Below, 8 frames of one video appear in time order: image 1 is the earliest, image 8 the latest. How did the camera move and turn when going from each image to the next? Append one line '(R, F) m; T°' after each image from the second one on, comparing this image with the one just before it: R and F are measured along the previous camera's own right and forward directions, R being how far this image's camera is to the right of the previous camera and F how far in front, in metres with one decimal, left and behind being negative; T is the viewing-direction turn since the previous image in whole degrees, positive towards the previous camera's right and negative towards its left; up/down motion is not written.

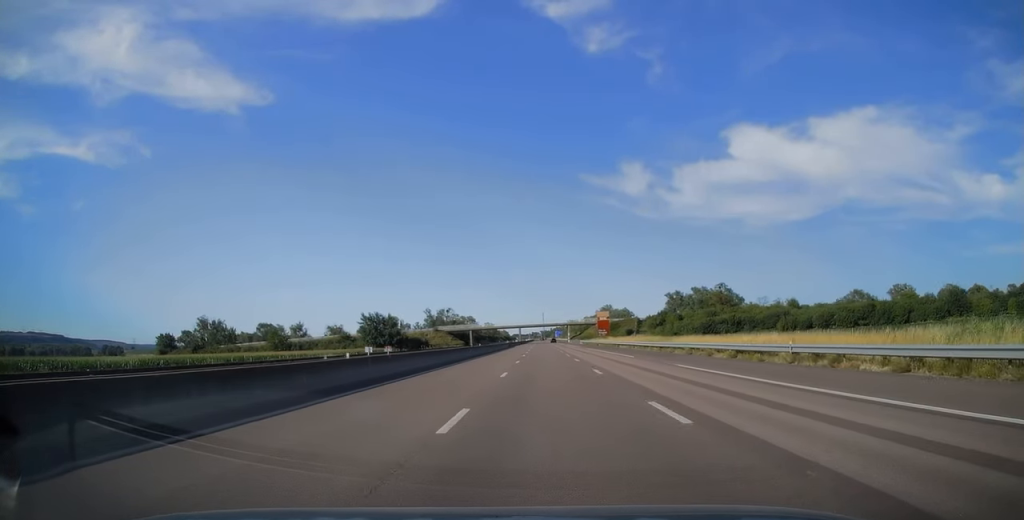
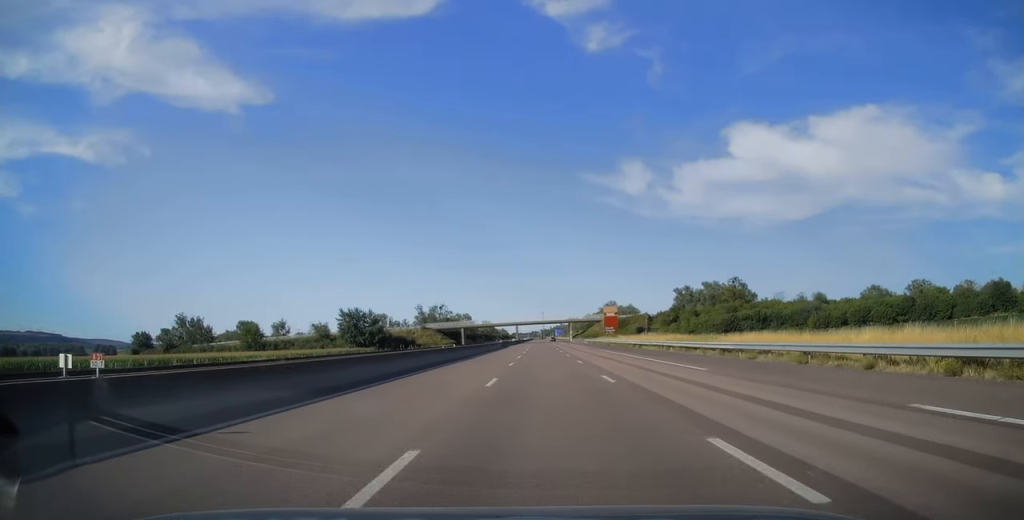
(0.0, +17.4) m; 0°
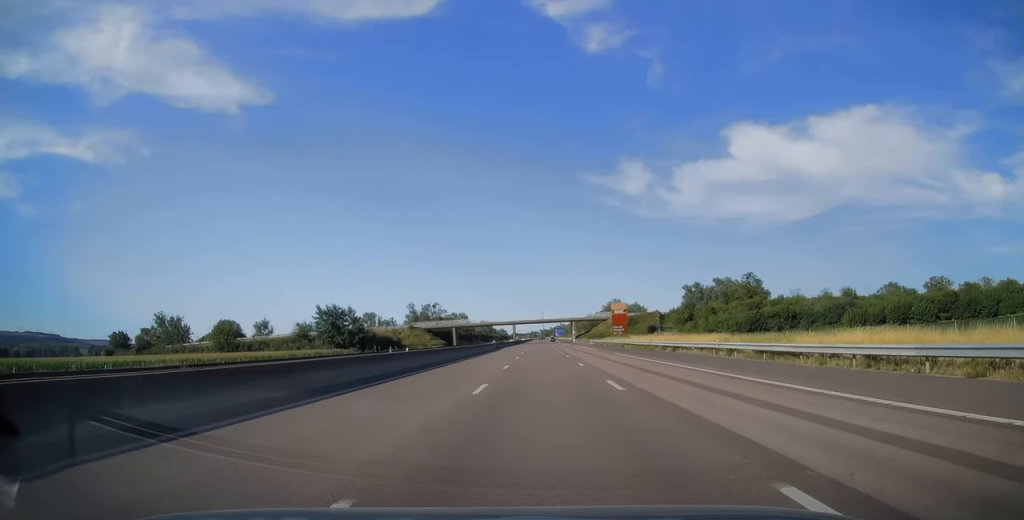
(0.0, +15.4) m; 0°
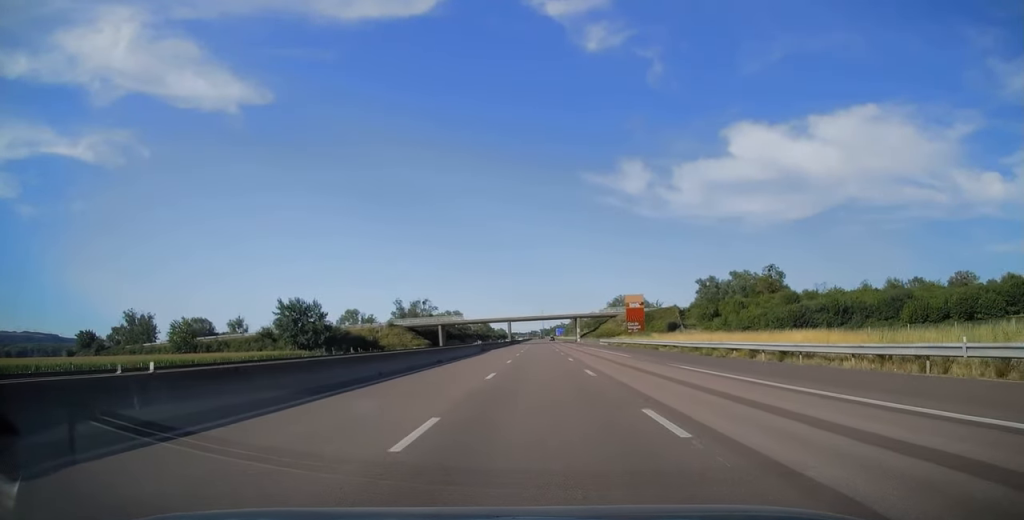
(0.0, +20.0) m; 0°
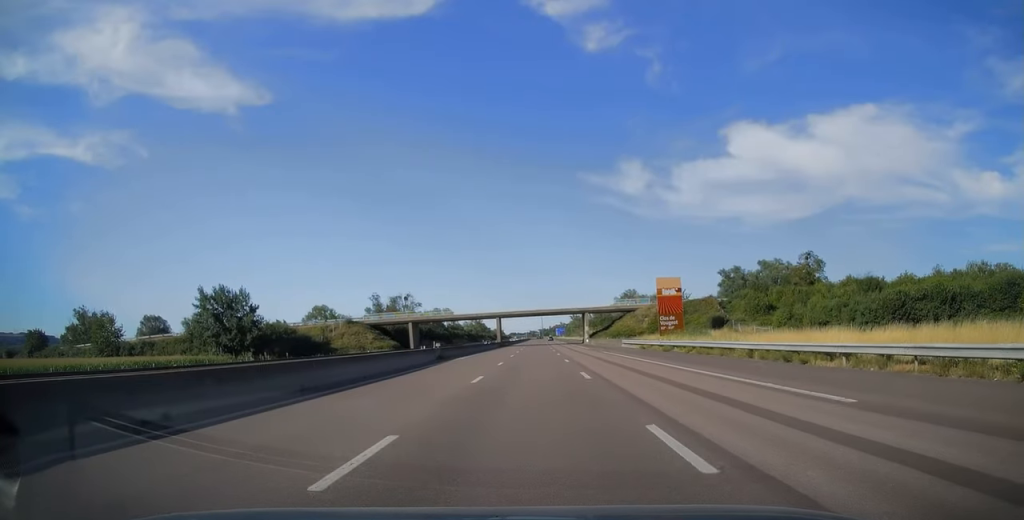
(0.0, +27.8) m; +1°
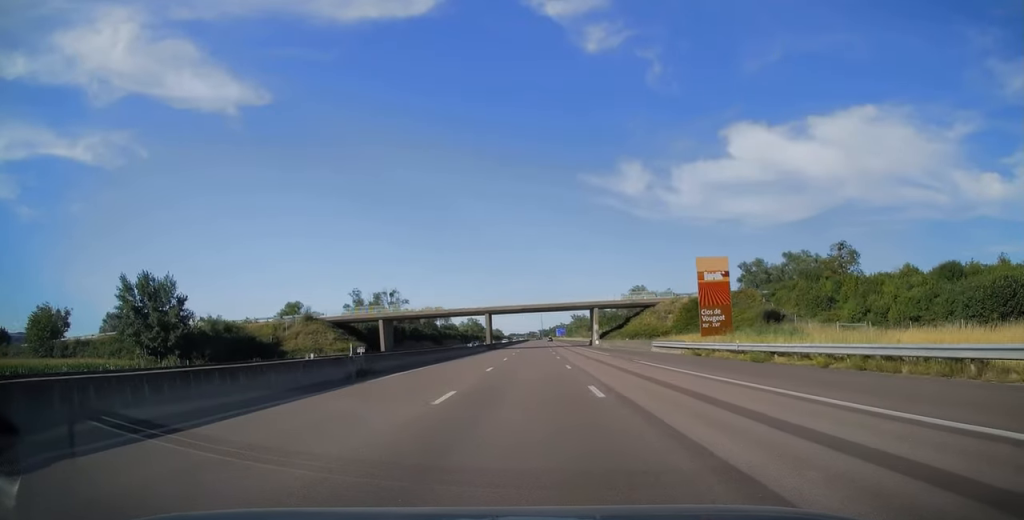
(+0.2, +18.4) m; 0°
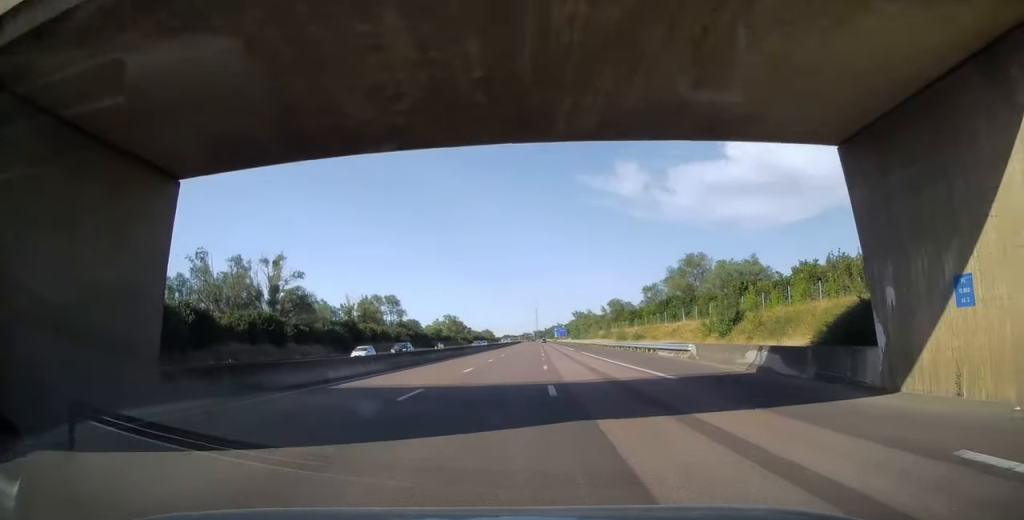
(-0.4, +76.4) m; 0°
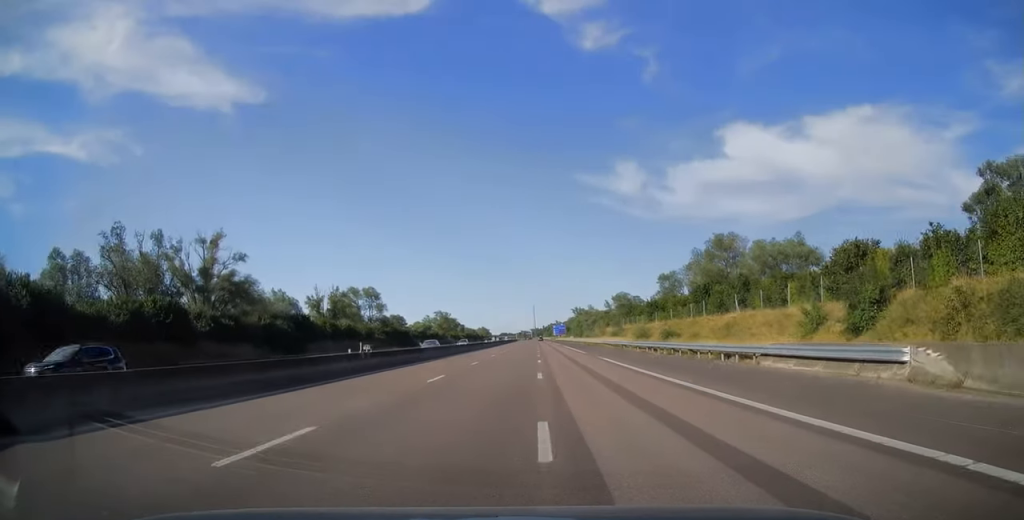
(+0.3, +20.6) m; 0°
